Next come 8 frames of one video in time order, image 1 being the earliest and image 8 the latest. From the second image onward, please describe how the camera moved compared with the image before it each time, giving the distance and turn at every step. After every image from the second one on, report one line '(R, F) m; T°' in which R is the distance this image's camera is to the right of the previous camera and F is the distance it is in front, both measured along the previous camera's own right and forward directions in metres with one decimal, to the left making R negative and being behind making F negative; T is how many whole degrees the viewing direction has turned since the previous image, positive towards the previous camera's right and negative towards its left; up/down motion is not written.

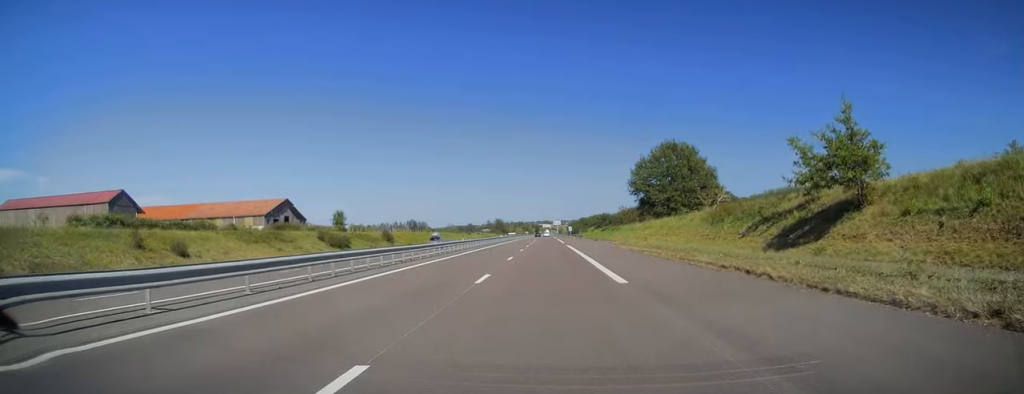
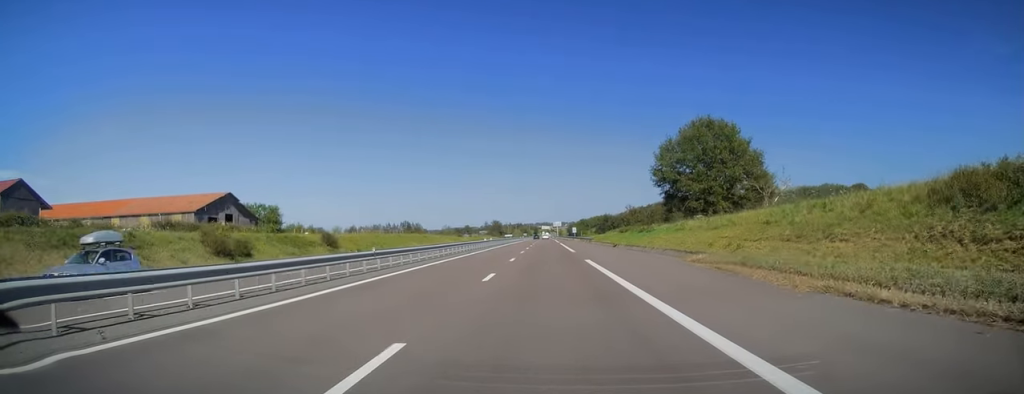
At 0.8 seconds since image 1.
(0.0, +24.6) m; 0°
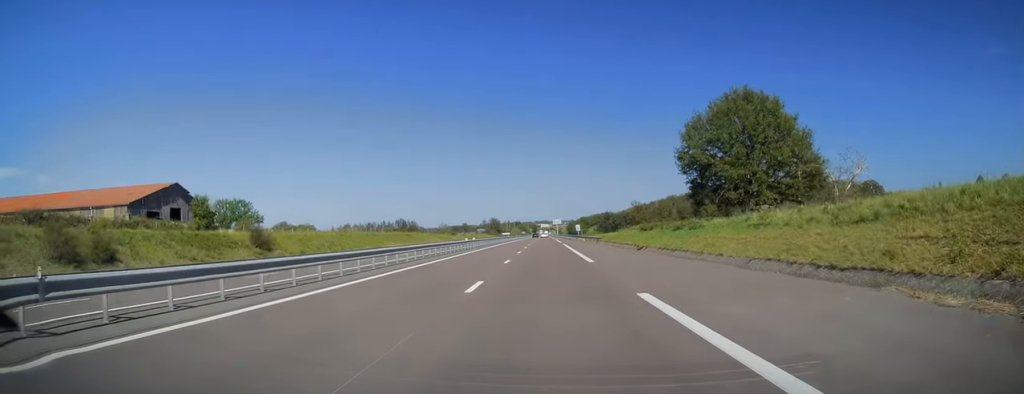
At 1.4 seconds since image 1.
(0.0, +16.7) m; 0°
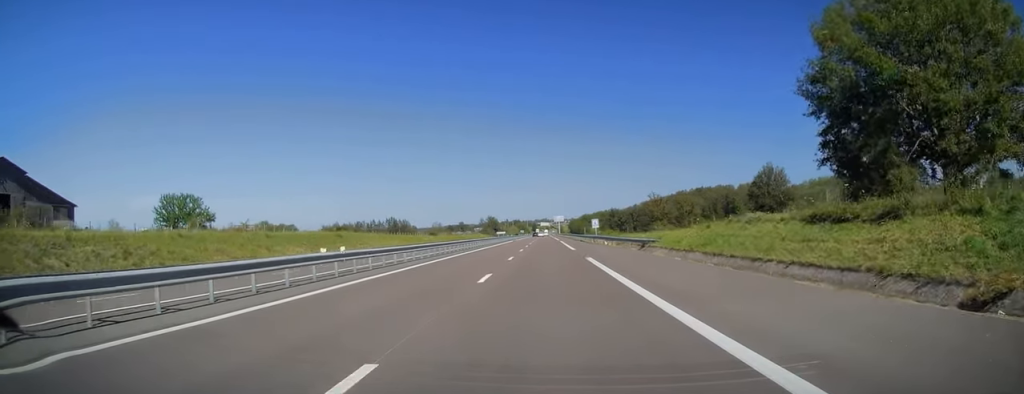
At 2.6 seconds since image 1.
(+0.1, +36.4) m; +1°
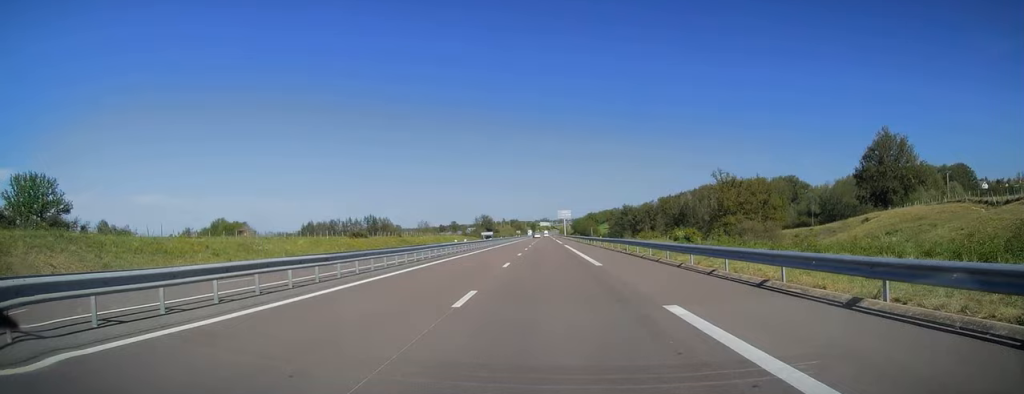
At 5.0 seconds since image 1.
(+0.1, +69.8) m; -1°
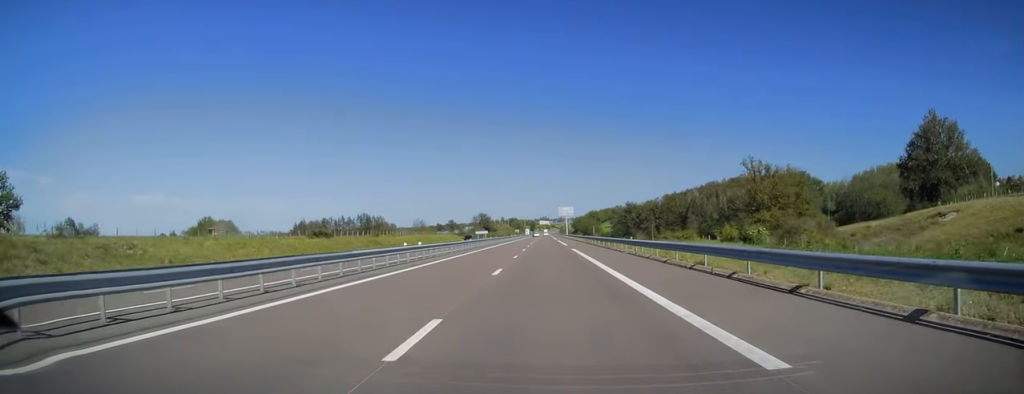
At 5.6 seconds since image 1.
(0.0, +17.7) m; +1°
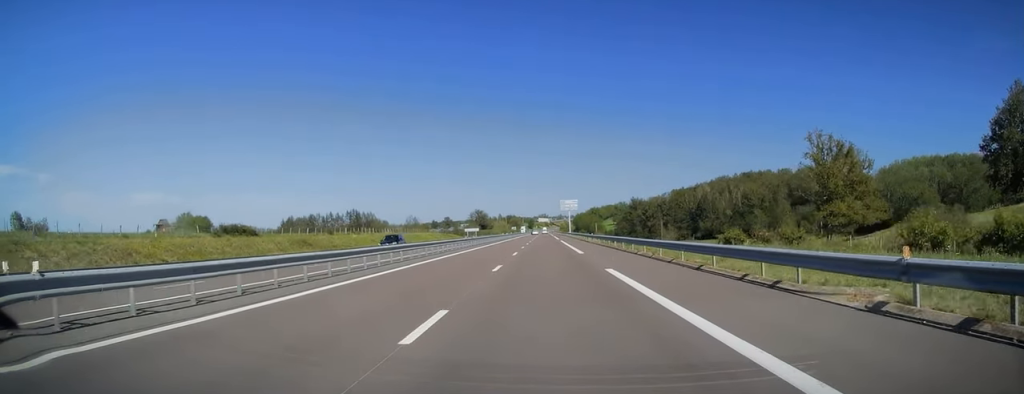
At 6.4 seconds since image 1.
(+0.2, +25.1) m; 0°
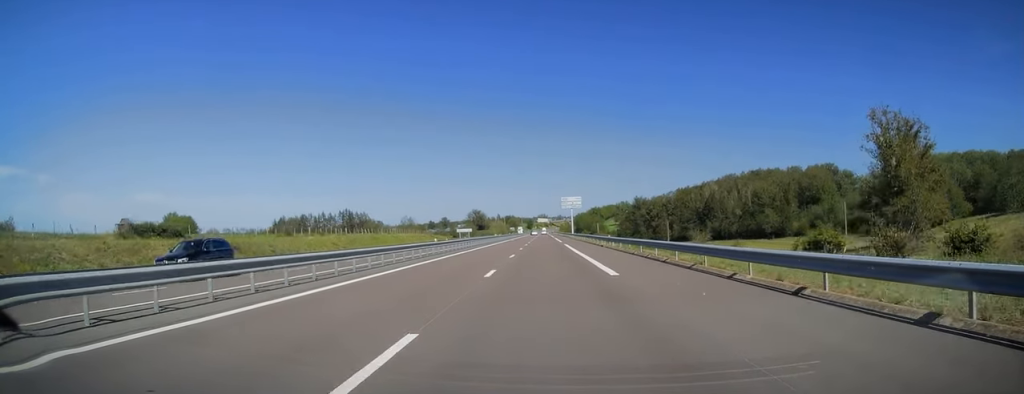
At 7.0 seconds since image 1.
(+0.2, +15.3) m; 0°
